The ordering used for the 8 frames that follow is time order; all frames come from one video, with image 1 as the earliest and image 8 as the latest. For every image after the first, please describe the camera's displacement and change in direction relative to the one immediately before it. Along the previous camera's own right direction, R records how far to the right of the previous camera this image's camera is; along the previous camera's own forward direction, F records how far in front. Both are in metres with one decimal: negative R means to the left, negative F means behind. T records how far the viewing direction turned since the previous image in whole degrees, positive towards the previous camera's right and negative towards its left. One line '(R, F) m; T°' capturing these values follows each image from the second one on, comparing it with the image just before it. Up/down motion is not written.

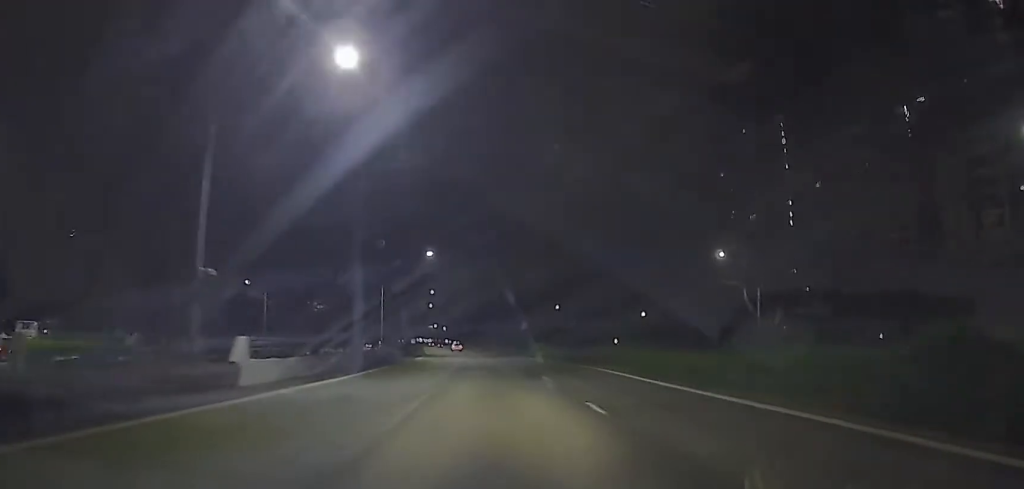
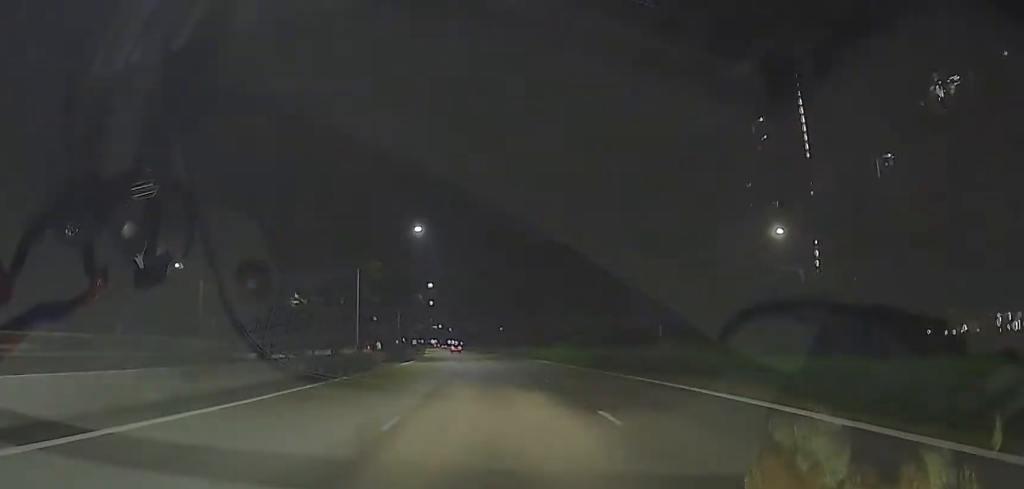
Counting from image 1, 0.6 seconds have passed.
(+0.4, +13.7) m; 0°
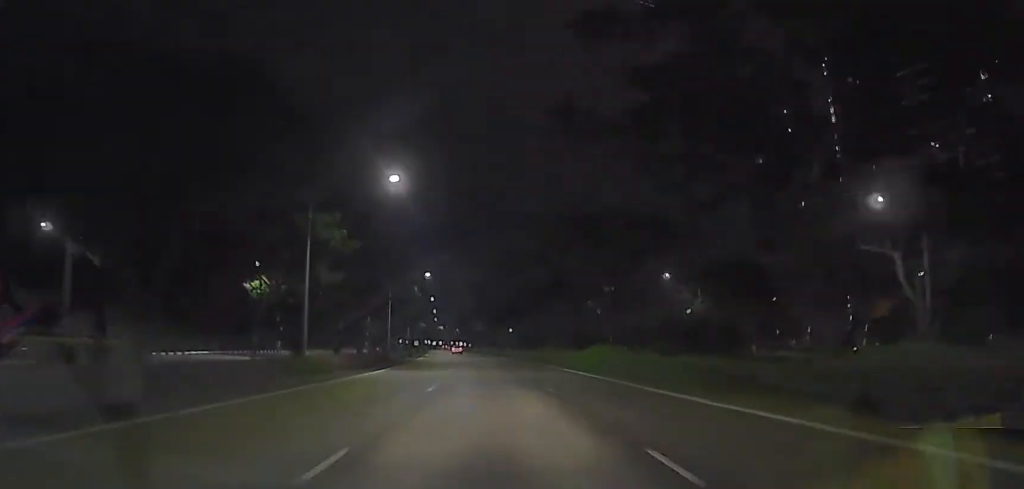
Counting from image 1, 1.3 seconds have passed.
(+0.6, +14.8) m; -1°
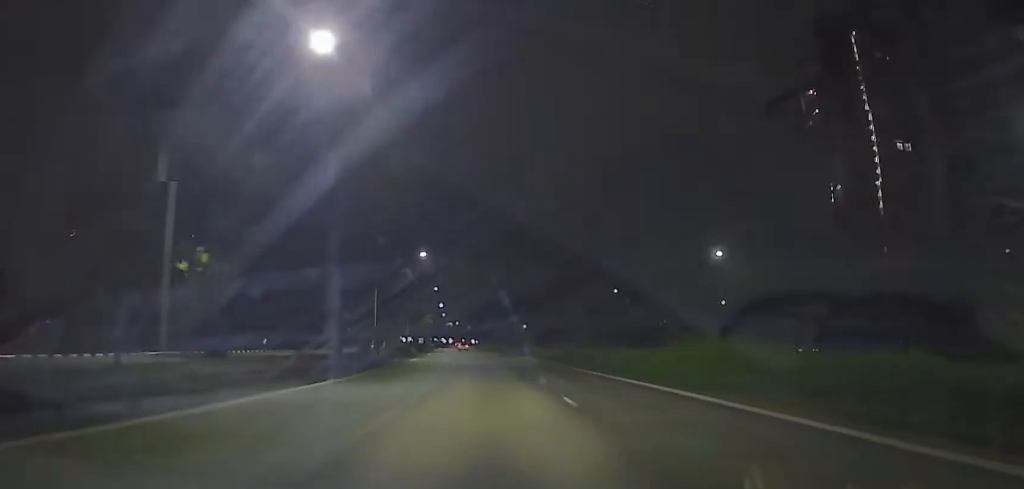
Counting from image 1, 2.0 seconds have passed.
(-0.9, +16.4) m; -4°
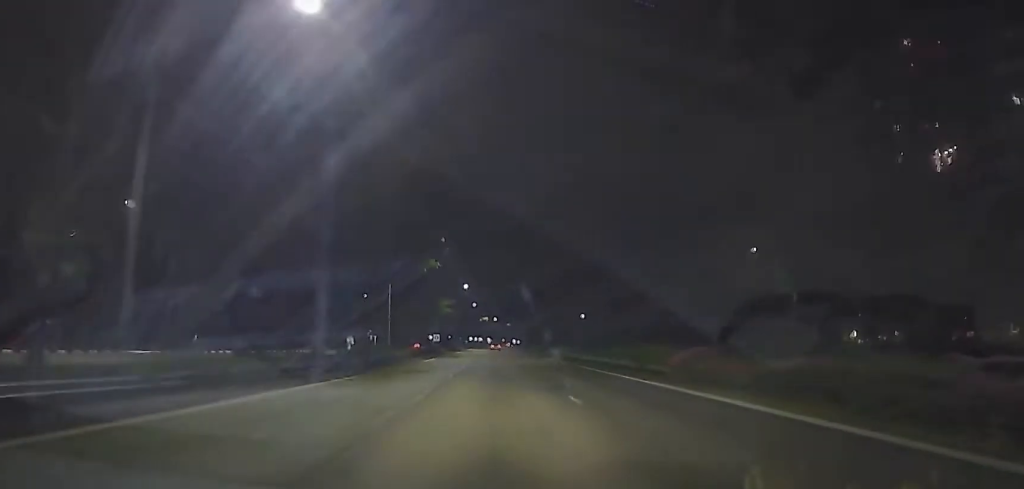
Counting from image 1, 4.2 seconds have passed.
(-0.6, +47.8) m; -4°
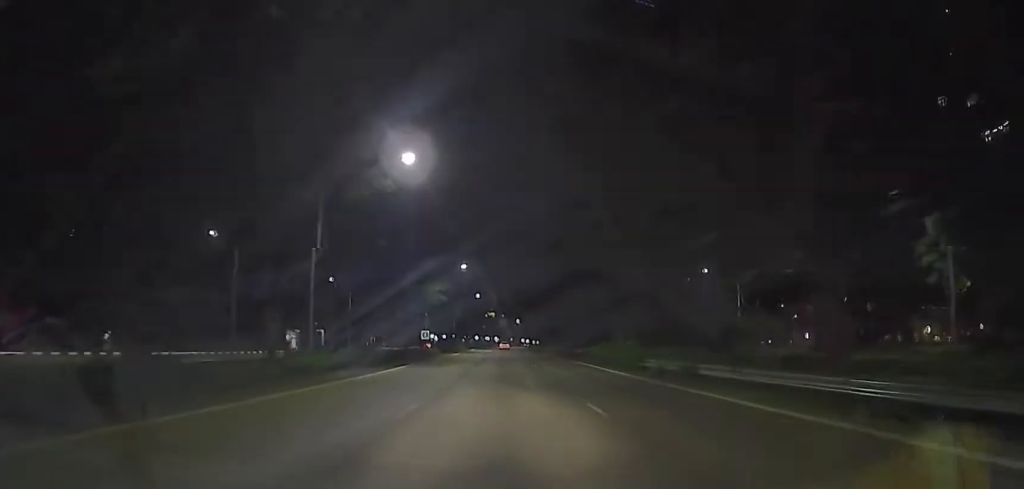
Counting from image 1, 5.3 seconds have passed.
(-1.8, +25.2) m; 0°
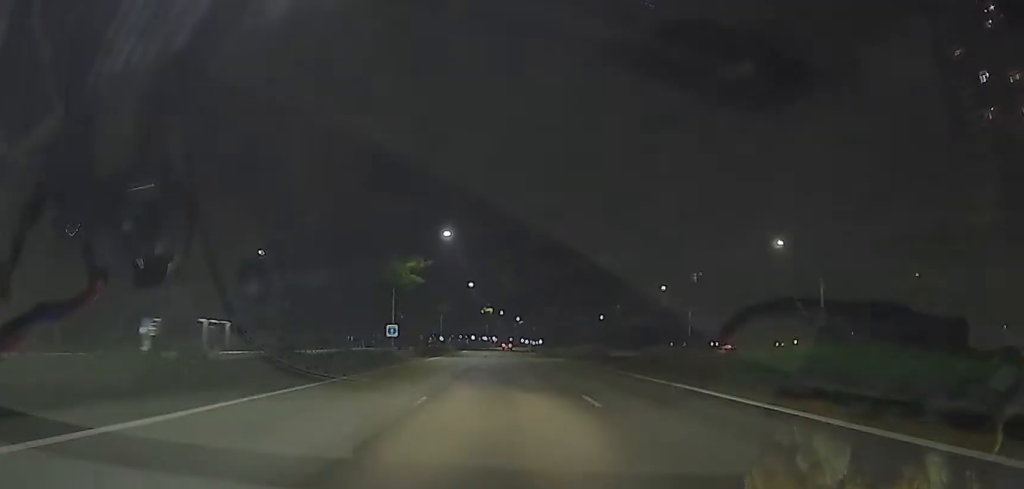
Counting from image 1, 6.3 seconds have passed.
(+1.5, +24.4) m; 0°
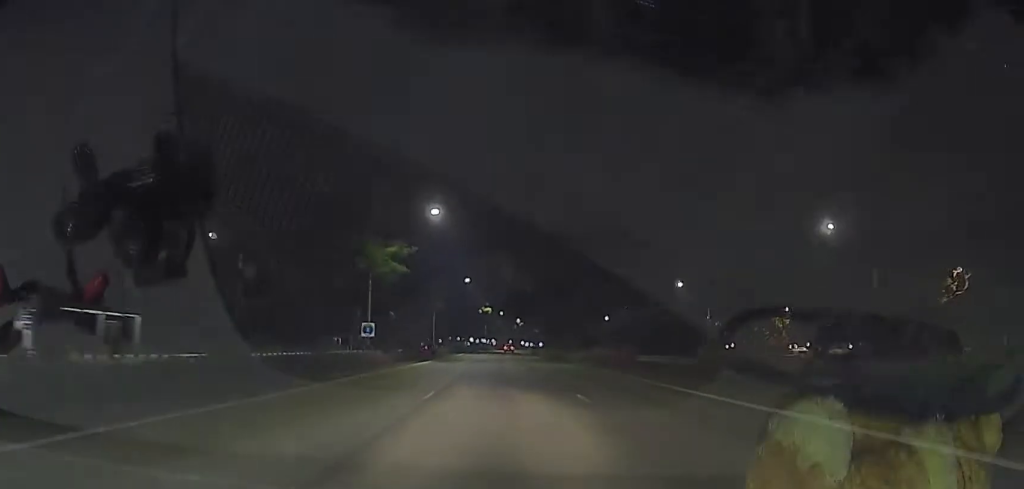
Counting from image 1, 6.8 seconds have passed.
(-0.9, +9.9) m; 0°
